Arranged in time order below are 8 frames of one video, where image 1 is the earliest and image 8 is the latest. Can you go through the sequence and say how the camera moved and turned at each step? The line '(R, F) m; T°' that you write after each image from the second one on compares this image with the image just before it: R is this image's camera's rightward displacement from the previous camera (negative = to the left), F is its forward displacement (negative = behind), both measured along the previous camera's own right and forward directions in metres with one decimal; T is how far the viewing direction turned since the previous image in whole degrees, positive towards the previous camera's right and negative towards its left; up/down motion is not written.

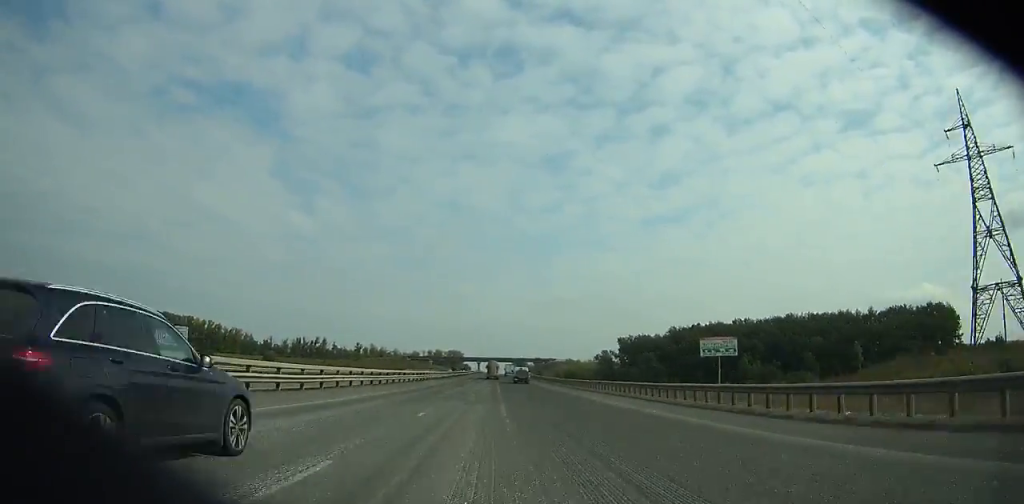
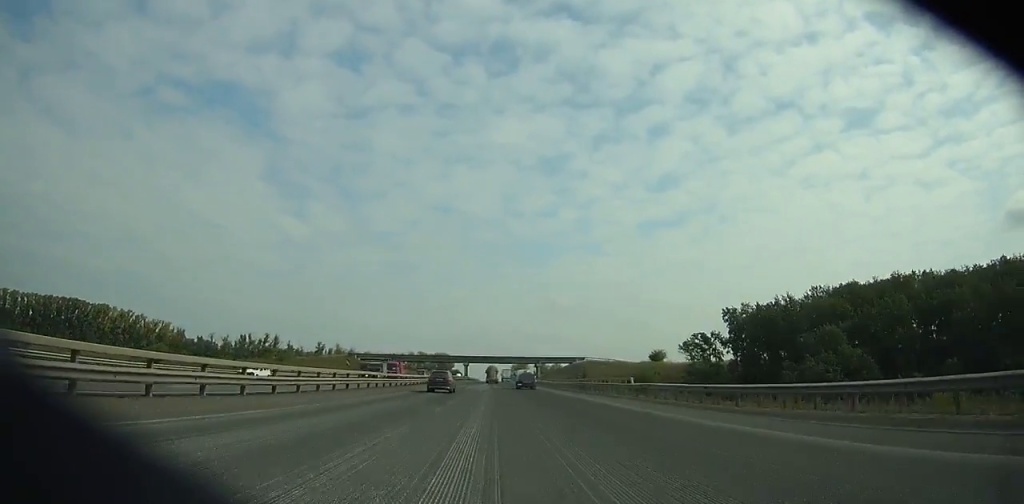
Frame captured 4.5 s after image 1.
(0.0, +108.2) m; 0°
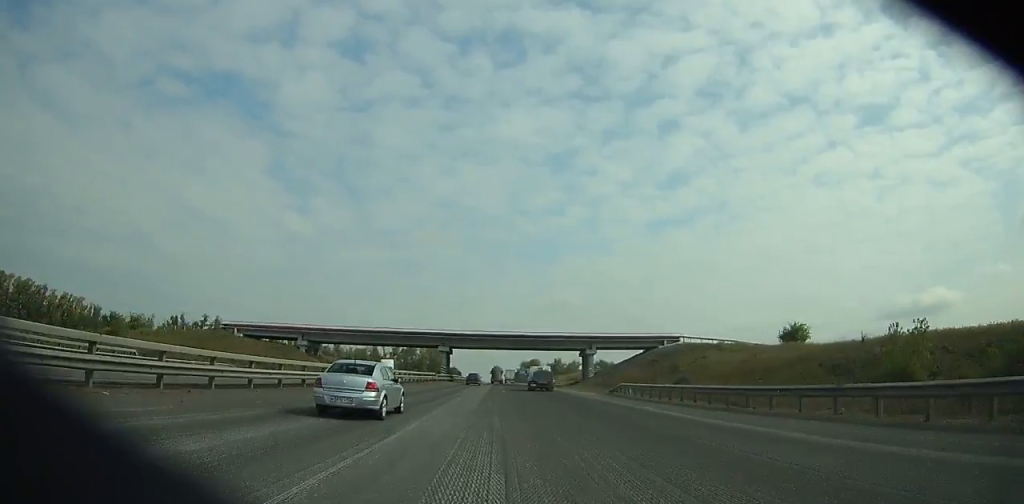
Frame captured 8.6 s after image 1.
(0.0, +98.1) m; 0°
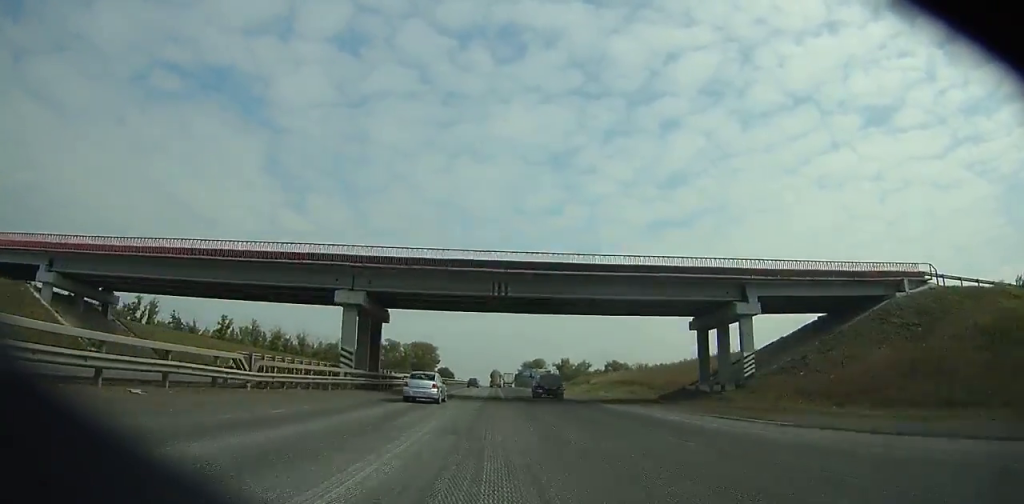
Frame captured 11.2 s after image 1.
(-0.1, +62.0) m; 0°
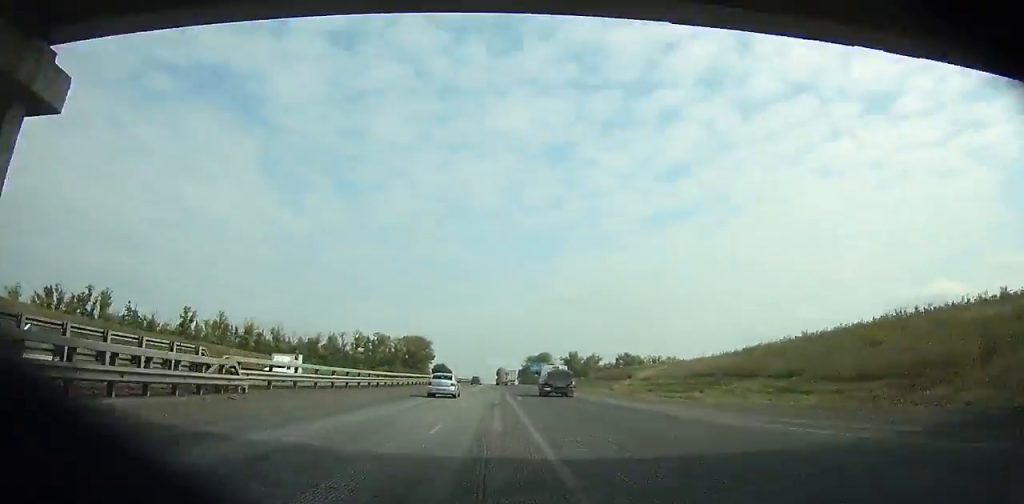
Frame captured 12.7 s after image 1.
(0.0, +35.7) m; 0°
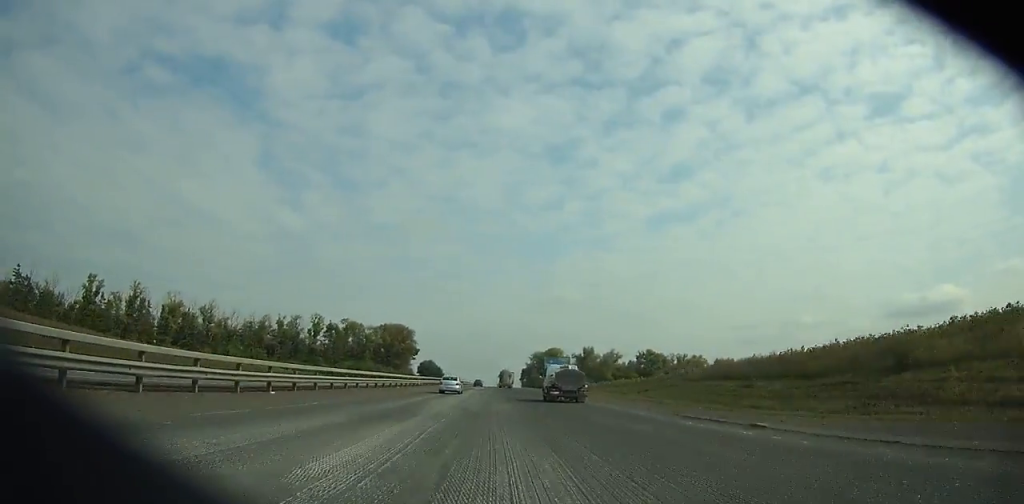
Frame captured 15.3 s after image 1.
(+0.1, +61.4) m; 0°
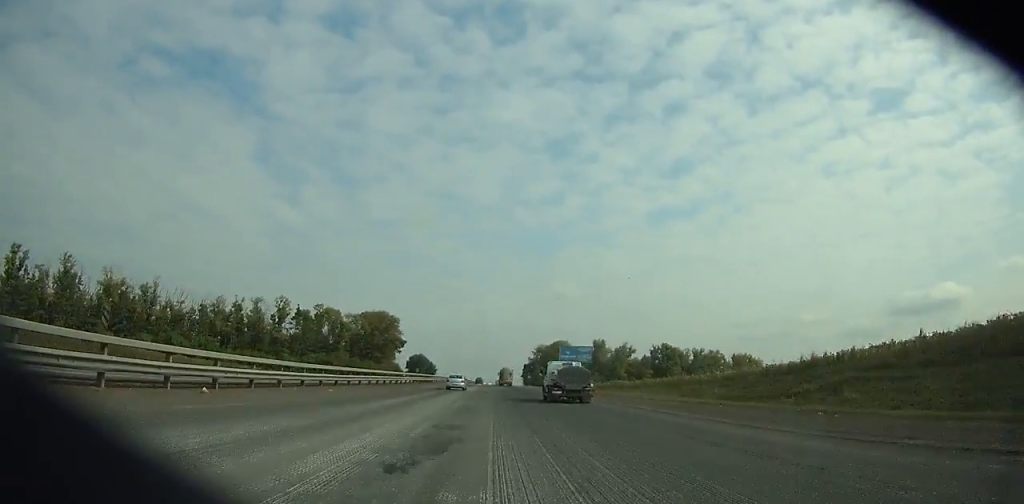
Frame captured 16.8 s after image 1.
(0.0, +35.1) m; 0°
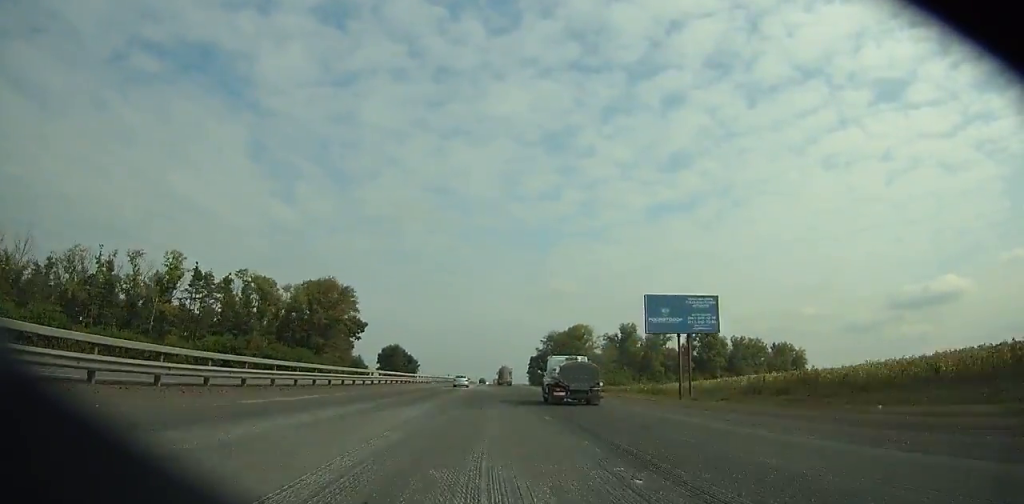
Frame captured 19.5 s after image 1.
(0.0, +62.5) m; 0°
